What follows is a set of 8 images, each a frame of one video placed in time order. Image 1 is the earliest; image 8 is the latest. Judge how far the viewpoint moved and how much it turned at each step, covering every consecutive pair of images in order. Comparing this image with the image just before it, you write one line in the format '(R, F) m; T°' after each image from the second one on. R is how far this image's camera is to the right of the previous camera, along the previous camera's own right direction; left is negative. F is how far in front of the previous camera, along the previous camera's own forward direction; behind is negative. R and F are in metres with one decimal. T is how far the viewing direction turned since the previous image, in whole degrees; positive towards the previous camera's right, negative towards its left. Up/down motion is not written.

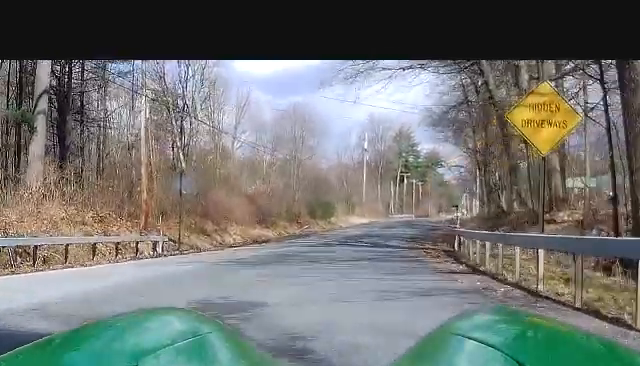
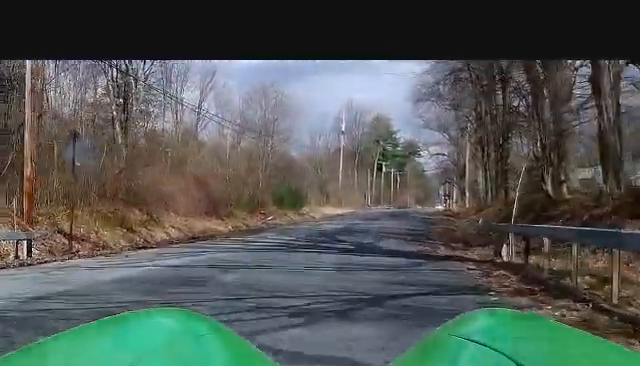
(+1.0, +10.8) m; +5°
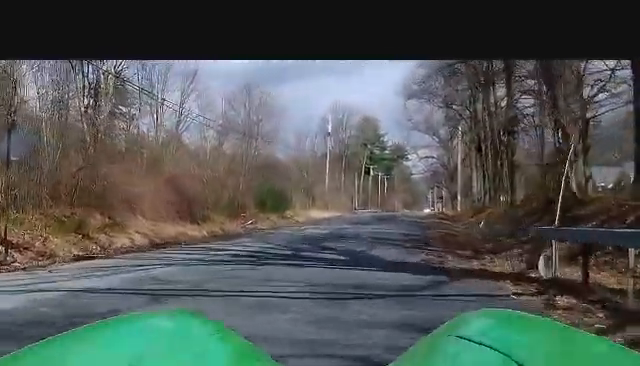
(0.0, +3.8) m; 0°
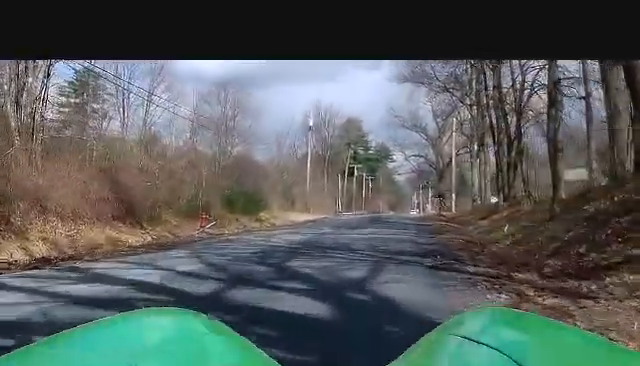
(0.0, +8.6) m; 0°
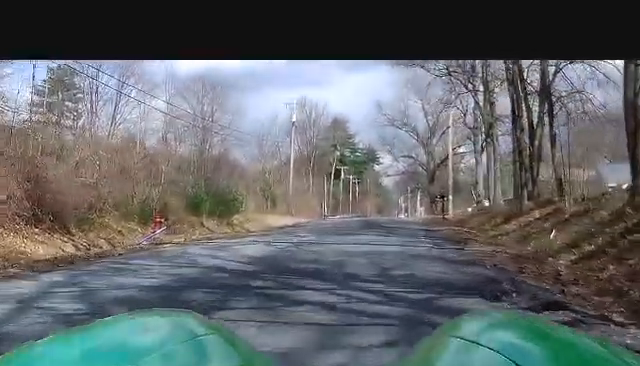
(0.0, +7.7) m; 0°
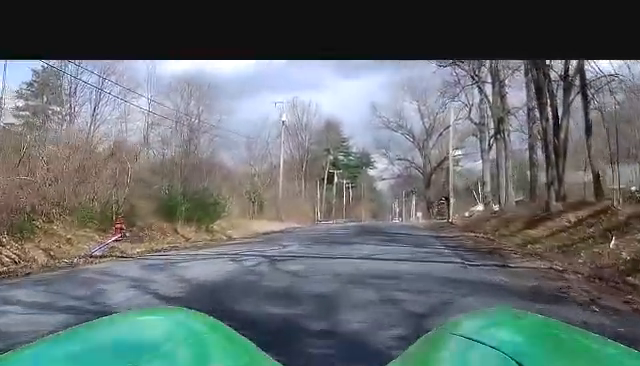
(0.0, +5.1) m; 0°
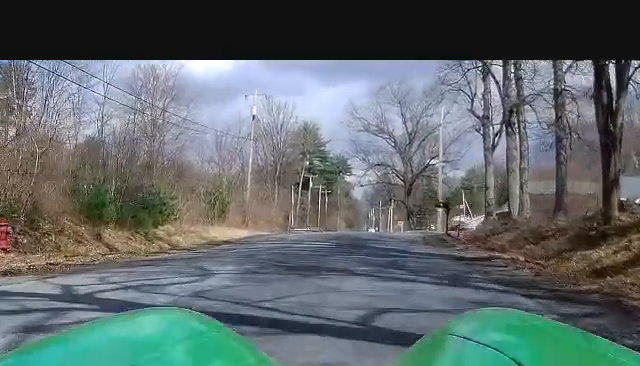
(0.0, +8.4) m; 0°
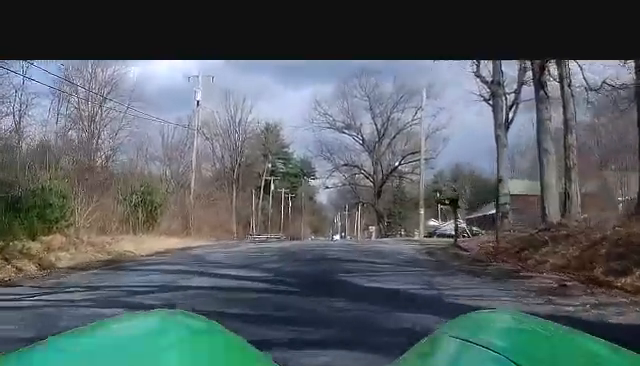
(0.0, +11.8) m; 0°
